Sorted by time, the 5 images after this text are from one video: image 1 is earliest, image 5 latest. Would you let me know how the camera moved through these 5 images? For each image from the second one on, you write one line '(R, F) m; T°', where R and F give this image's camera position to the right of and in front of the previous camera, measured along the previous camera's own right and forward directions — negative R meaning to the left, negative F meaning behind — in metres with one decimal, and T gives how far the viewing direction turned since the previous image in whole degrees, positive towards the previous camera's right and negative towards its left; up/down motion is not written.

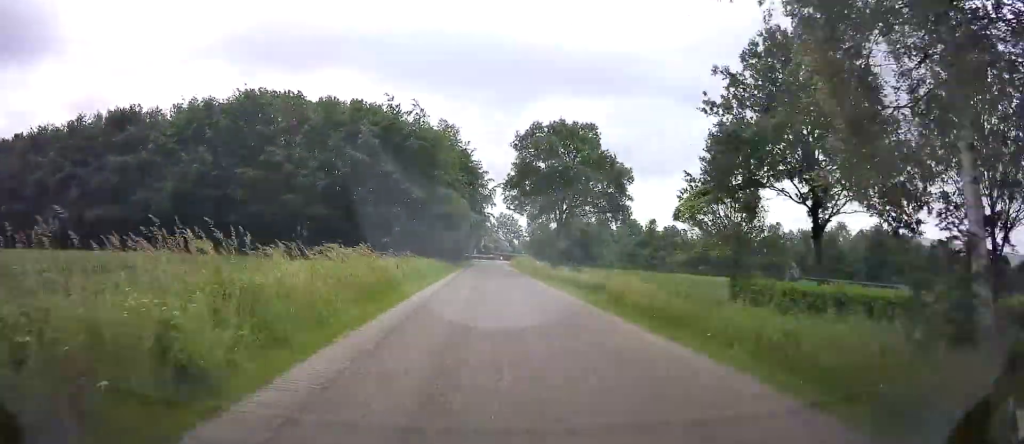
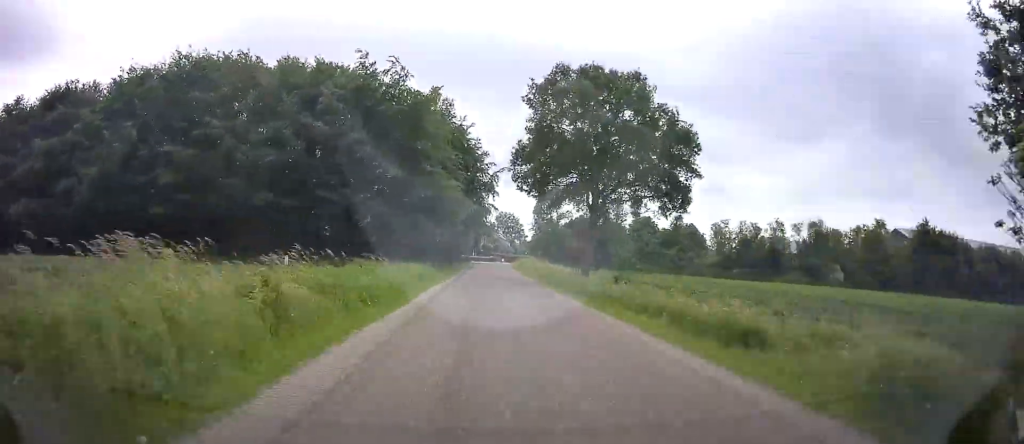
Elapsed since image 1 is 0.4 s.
(0.0, +13.3) m; 0°
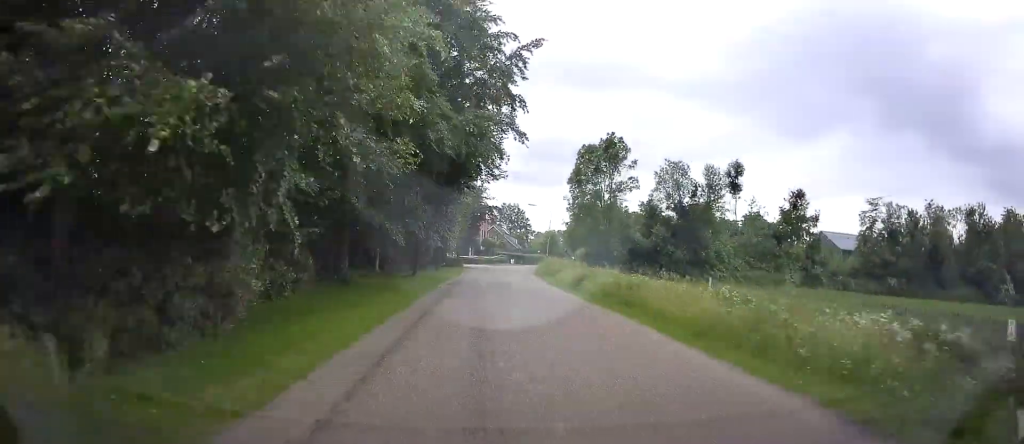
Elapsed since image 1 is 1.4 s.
(-0.1, +31.7) m; 0°
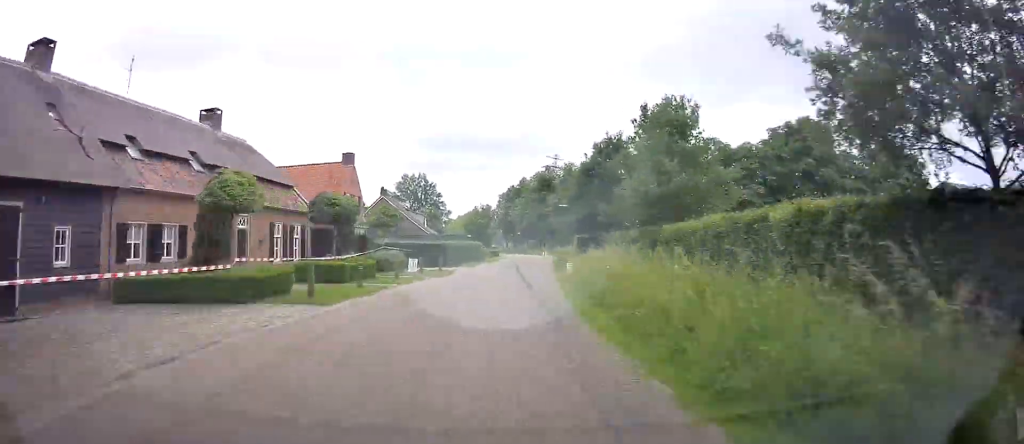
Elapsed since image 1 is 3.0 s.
(+2.0, +50.5) m; +6°
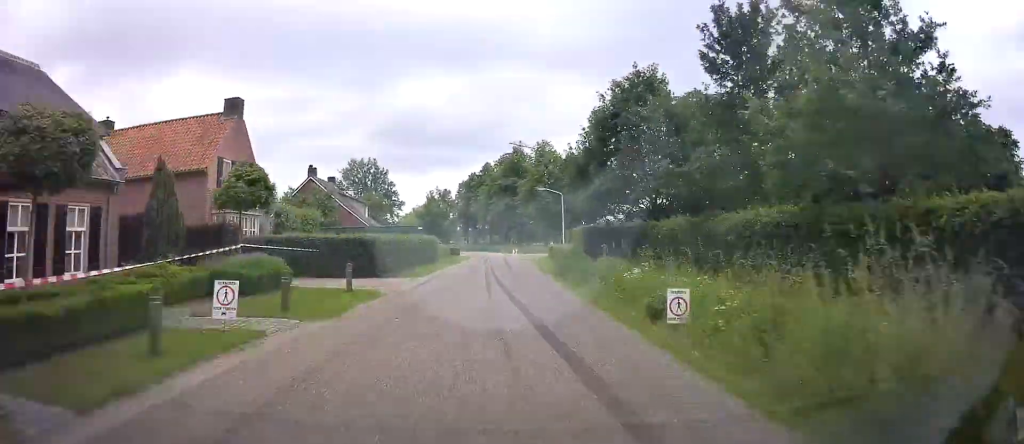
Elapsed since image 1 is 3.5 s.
(+0.3, +15.0) m; +3°
